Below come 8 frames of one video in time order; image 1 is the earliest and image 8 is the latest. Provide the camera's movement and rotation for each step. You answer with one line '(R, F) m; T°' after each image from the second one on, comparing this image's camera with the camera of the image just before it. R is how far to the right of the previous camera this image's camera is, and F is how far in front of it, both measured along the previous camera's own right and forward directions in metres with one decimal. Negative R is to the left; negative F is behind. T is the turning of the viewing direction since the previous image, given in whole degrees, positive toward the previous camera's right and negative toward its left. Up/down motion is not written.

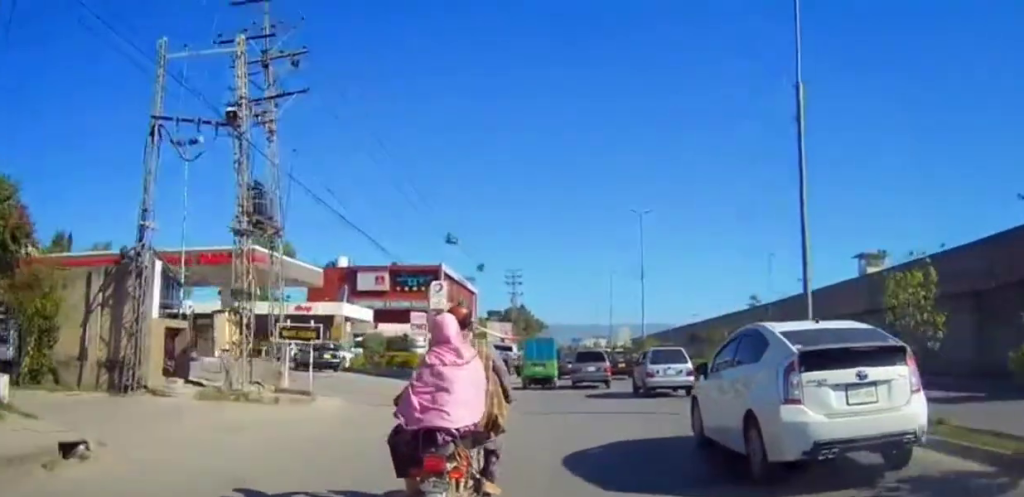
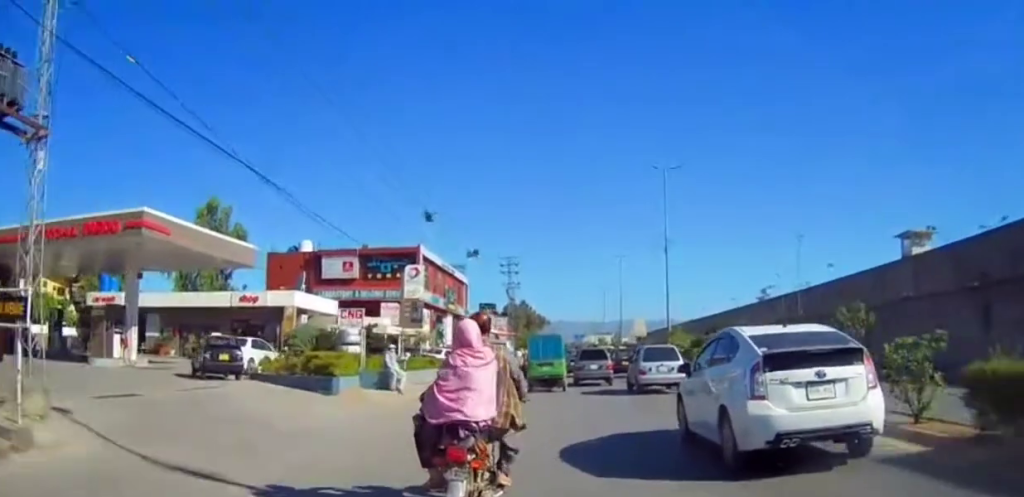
(-0.2, +10.3) m; +1°
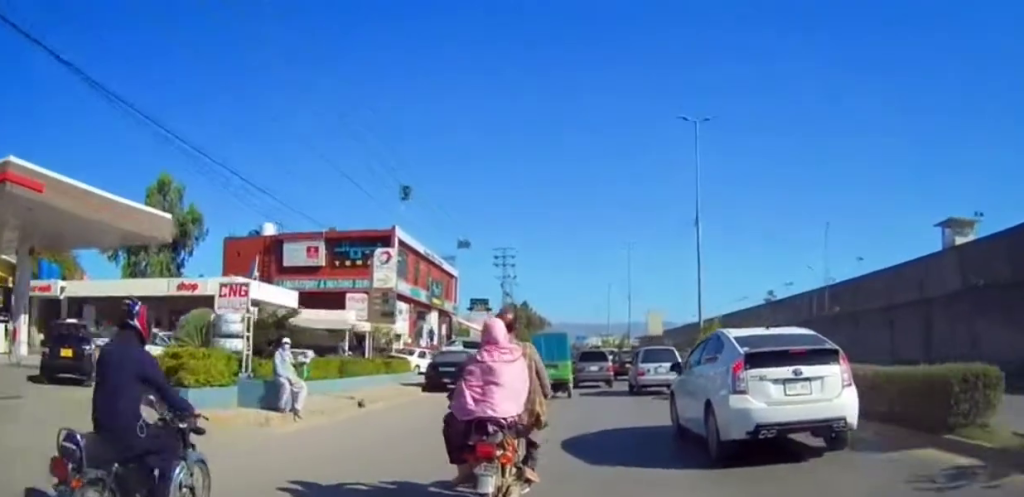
(+0.3, +7.9) m; +2°
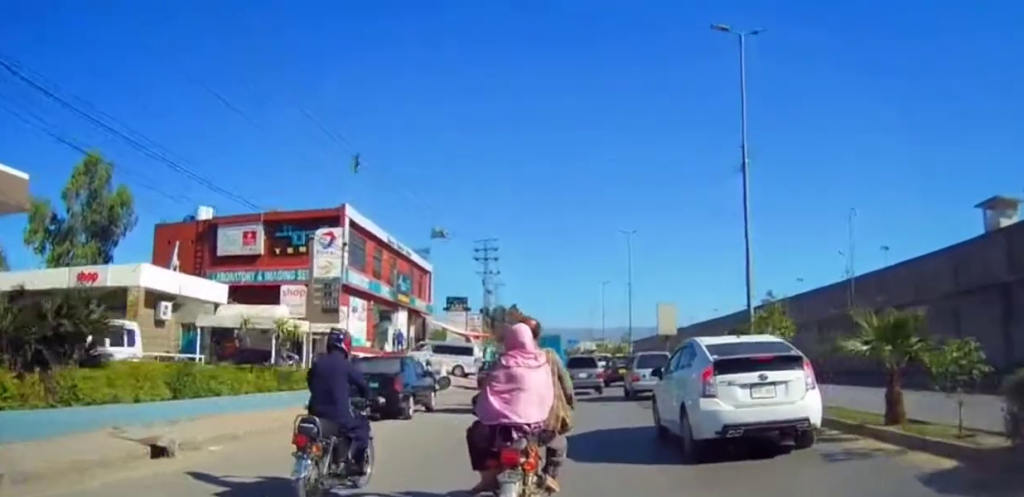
(0.0, +8.0) m; 0°
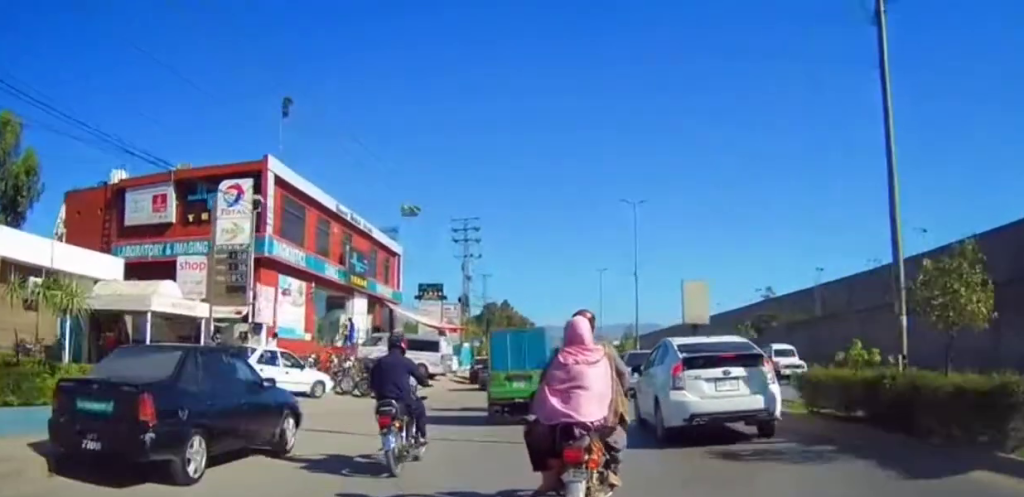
(0.0, +8.4) m; 0°
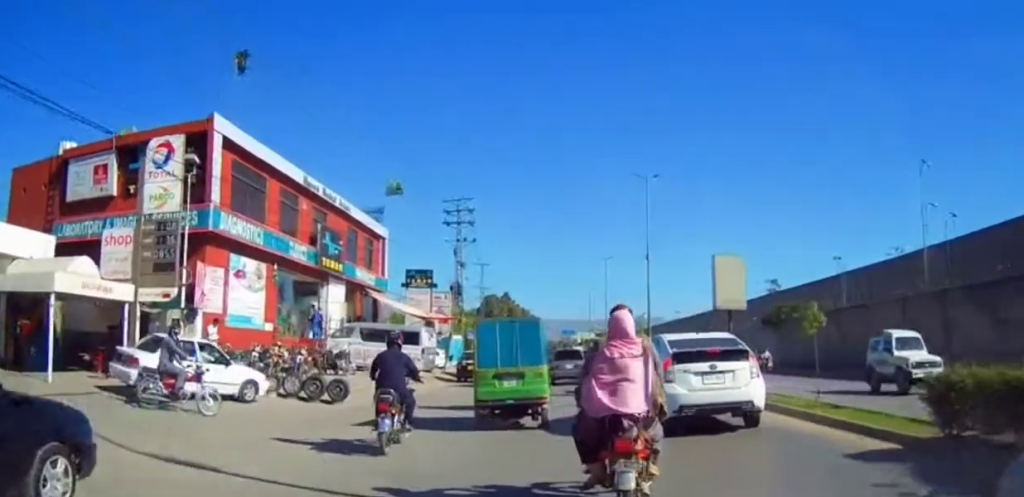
(0.0, +4.8) m; 0°
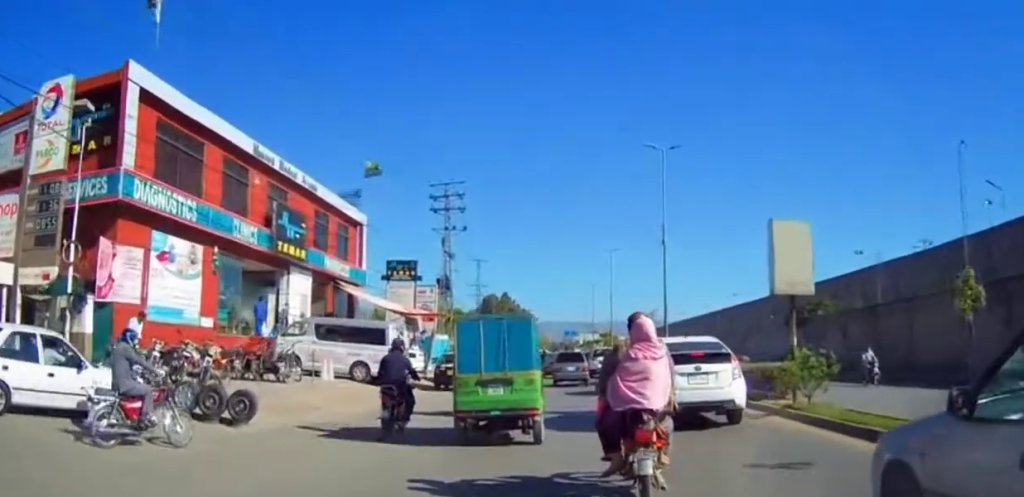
(0.0, +5.2) m; 0°
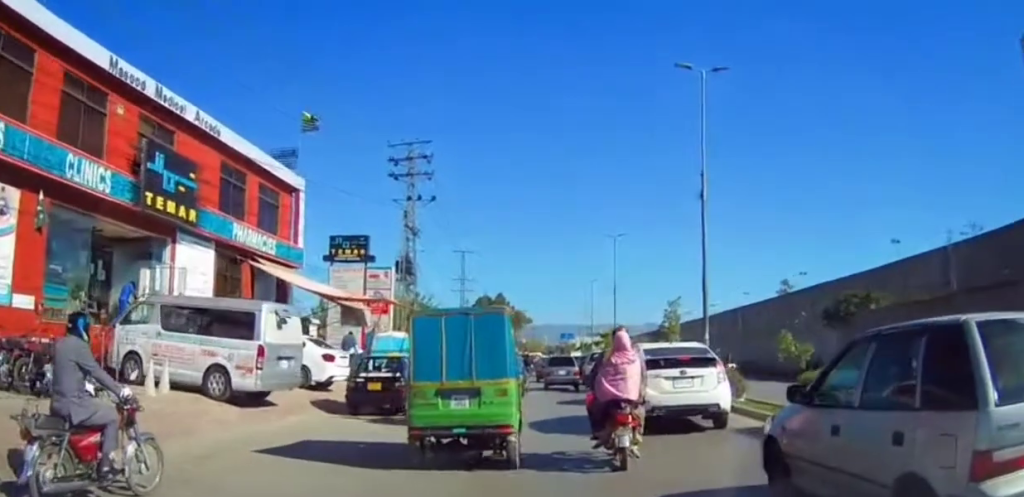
(0.0, +9.3) m; 0°
